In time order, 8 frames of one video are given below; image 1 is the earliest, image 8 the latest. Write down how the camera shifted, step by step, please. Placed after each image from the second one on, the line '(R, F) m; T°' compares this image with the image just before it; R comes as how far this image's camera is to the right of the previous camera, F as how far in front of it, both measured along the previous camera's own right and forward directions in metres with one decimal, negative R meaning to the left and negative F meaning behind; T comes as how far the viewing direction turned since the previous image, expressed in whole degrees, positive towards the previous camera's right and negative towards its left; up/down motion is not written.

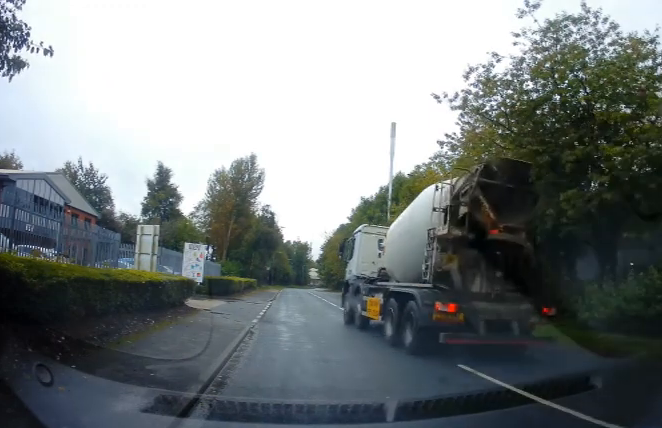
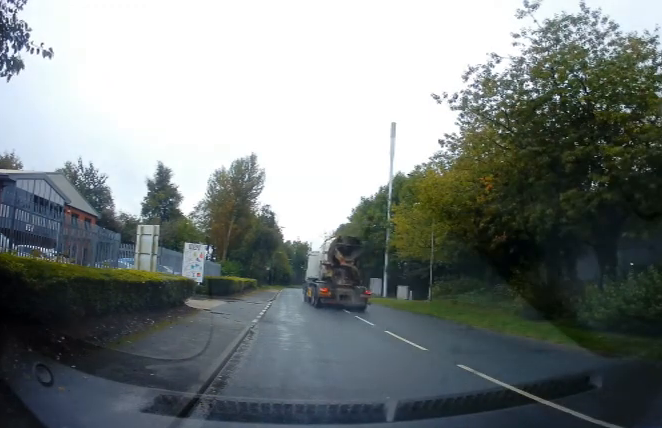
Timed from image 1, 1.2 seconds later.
(0.0, 0.0) m; 0°
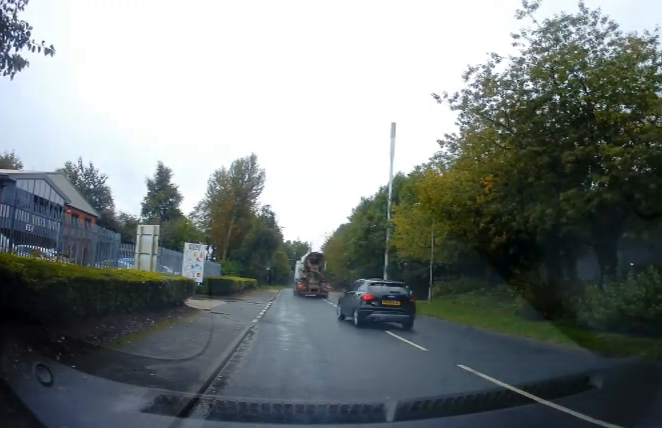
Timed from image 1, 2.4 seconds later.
(-0.1, +0.1) m; 0°
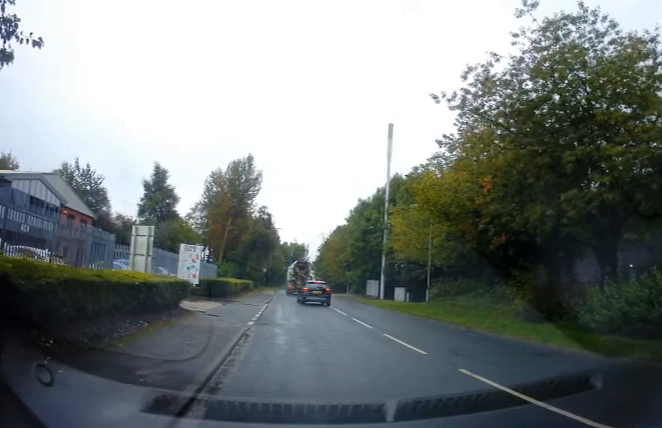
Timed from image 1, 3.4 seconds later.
(-0.1, +0.5) m; 0°
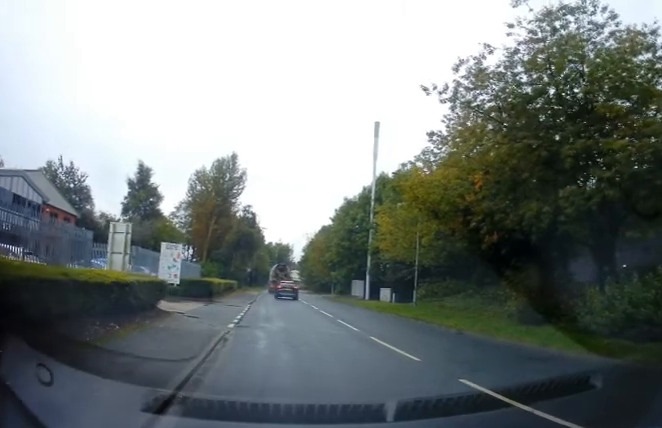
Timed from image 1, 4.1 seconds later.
(+0.1, +1.2) m; +6°
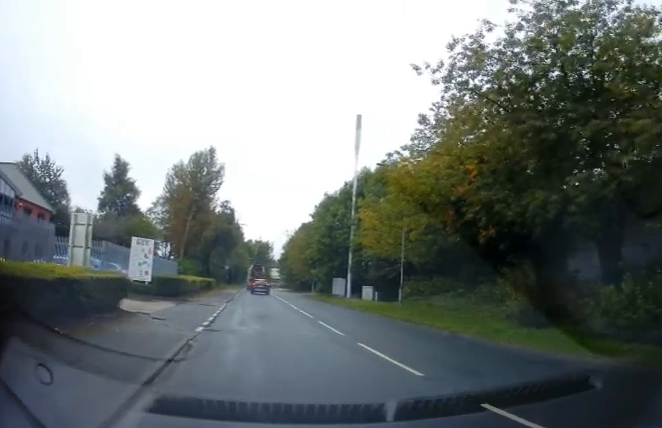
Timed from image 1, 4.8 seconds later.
(+0.1, +1.9) m; +1°
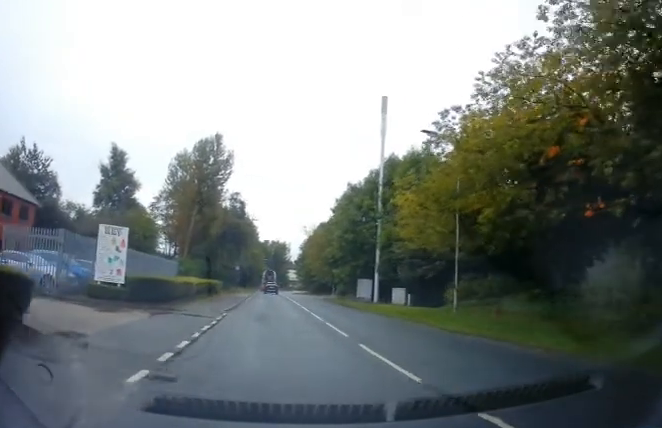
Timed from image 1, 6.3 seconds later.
(-0.2, +6.7) m; -5°
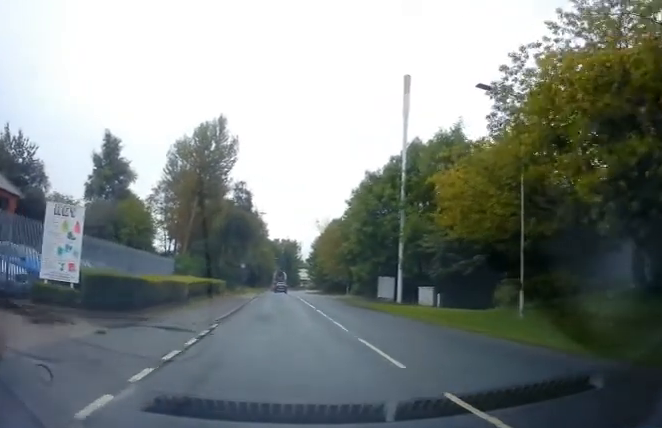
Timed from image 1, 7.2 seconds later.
(-0.1, +5.5) m; -3°
